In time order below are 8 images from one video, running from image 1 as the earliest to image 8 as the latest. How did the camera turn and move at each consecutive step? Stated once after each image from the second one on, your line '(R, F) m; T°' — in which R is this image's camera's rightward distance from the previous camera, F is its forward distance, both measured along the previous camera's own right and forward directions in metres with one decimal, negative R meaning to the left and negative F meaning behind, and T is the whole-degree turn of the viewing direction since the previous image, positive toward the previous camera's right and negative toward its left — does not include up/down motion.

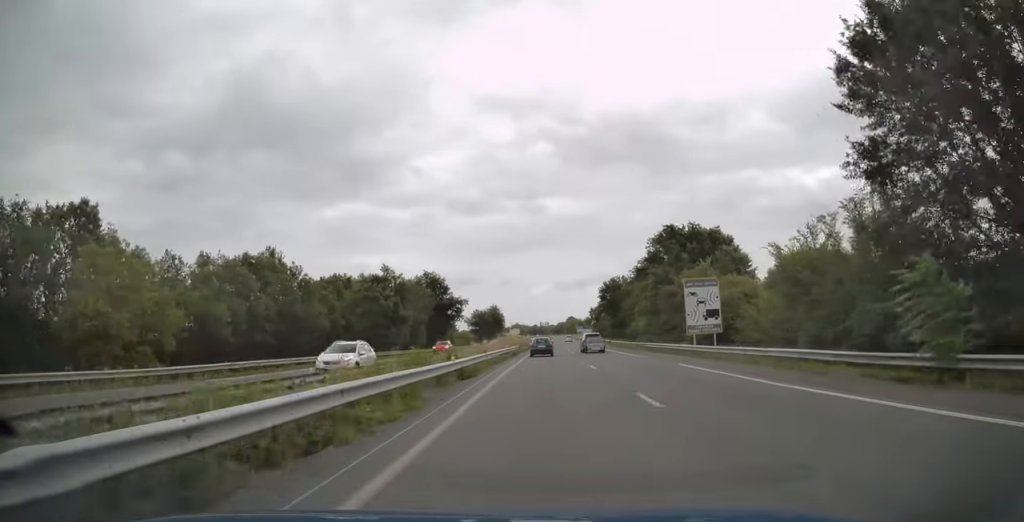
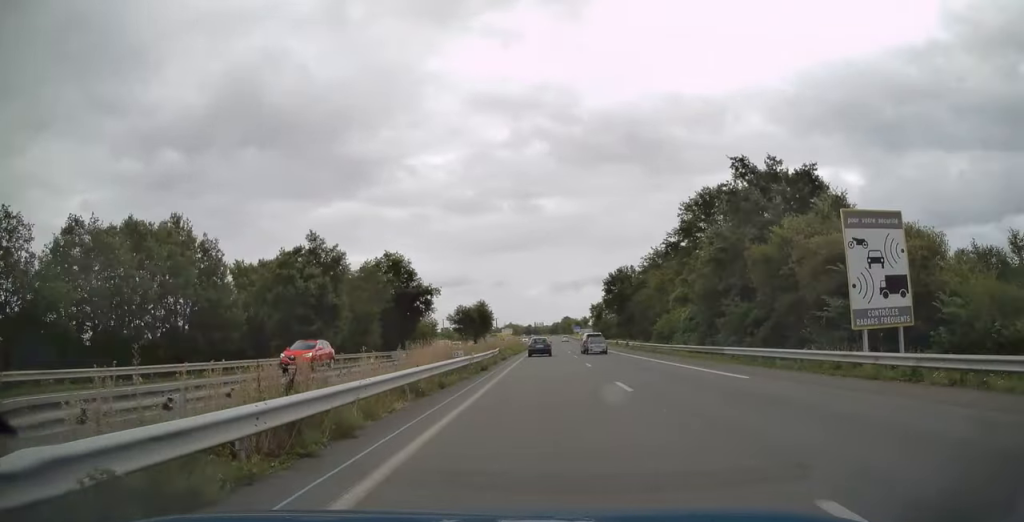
(-0.1, +22.8) m; 0°
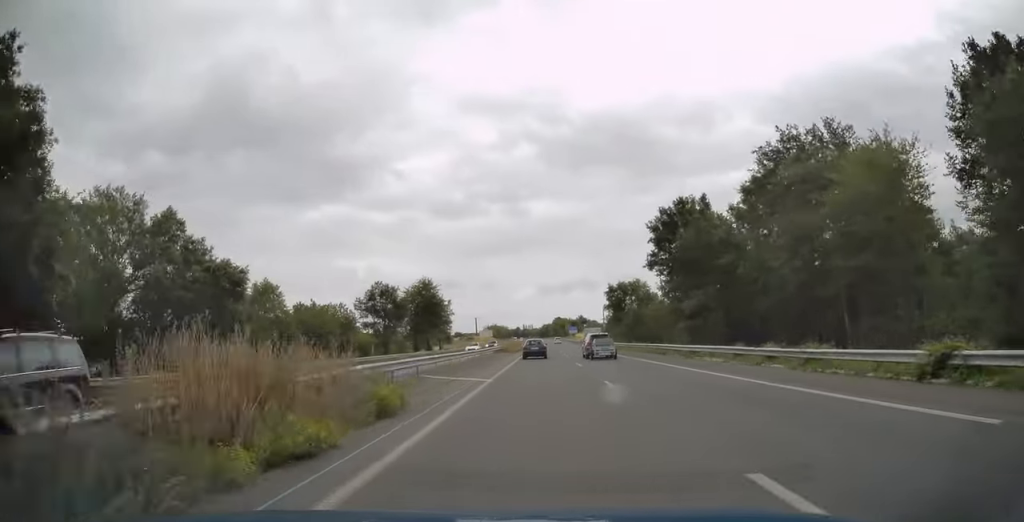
(+0.9, +64.0) m; +1°
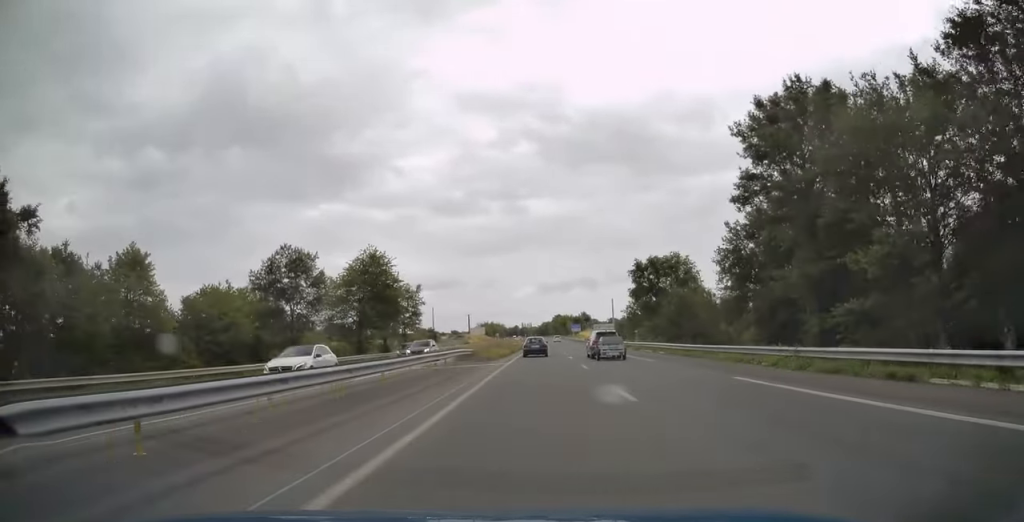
(+0.2, +29.2) m; +1°
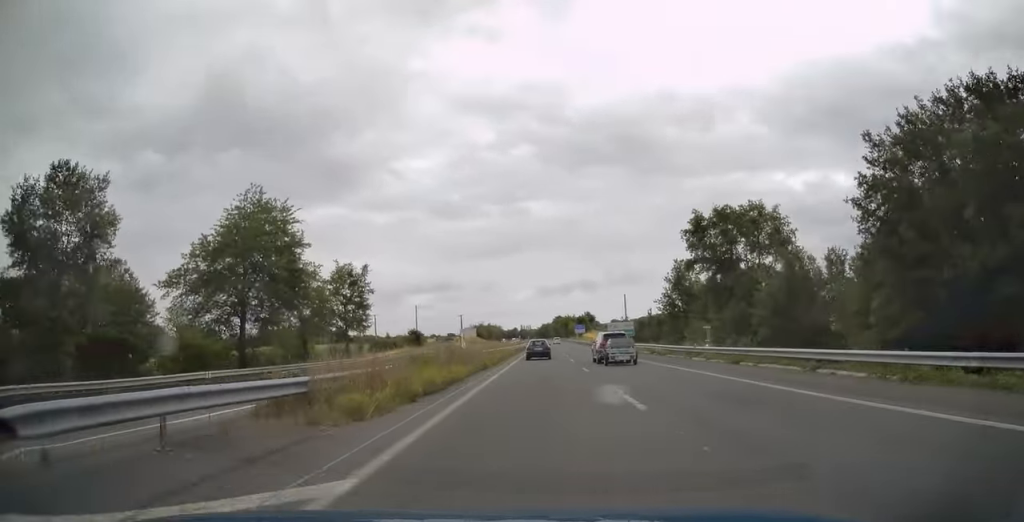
(+0.1, +27.4) m; 0°
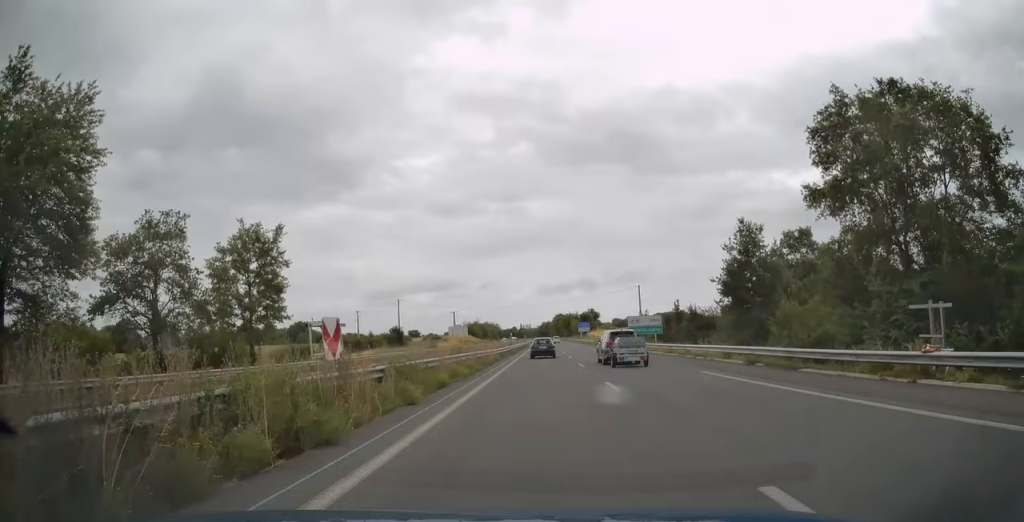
(0.0, +21.9) m; 0°
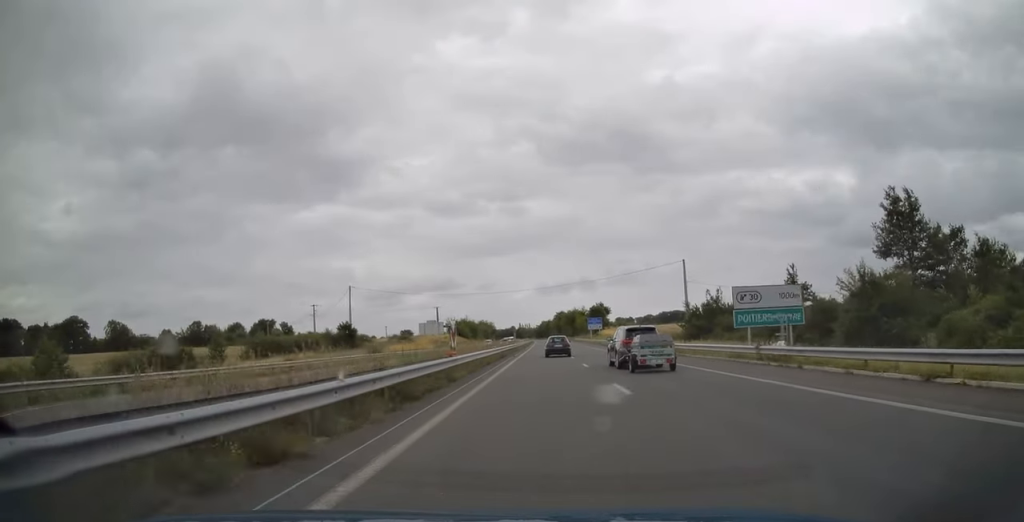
(0.0, +40.8) m; 0°
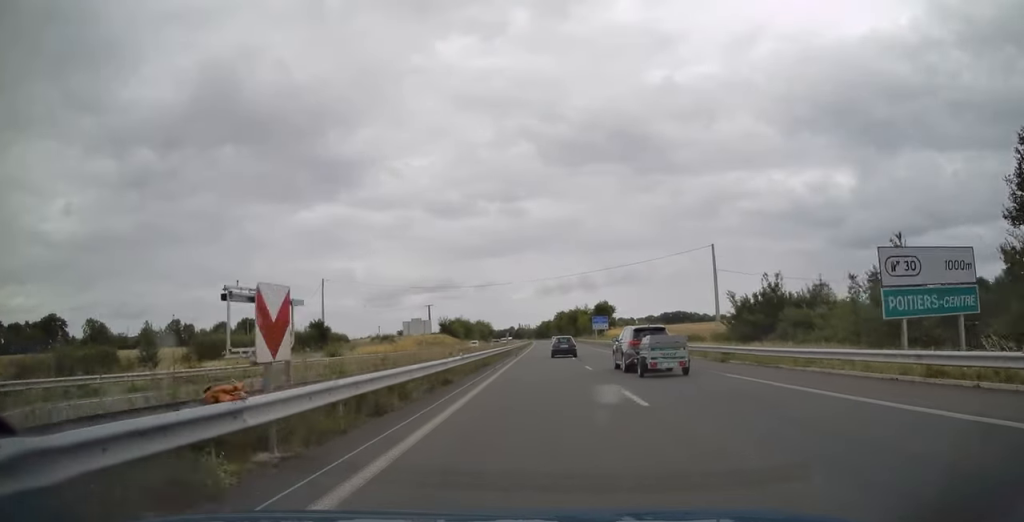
(0.0, +15.2) m; 0°
